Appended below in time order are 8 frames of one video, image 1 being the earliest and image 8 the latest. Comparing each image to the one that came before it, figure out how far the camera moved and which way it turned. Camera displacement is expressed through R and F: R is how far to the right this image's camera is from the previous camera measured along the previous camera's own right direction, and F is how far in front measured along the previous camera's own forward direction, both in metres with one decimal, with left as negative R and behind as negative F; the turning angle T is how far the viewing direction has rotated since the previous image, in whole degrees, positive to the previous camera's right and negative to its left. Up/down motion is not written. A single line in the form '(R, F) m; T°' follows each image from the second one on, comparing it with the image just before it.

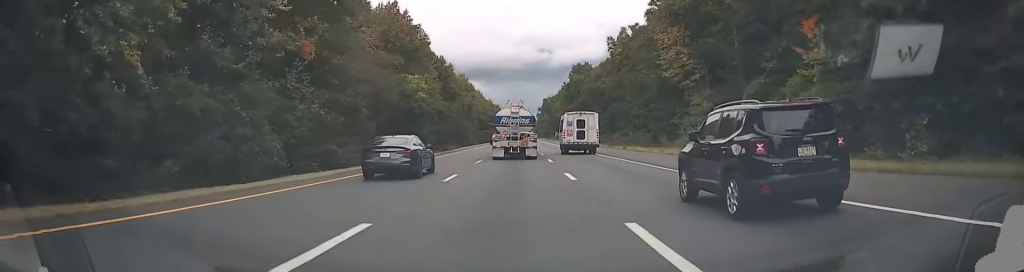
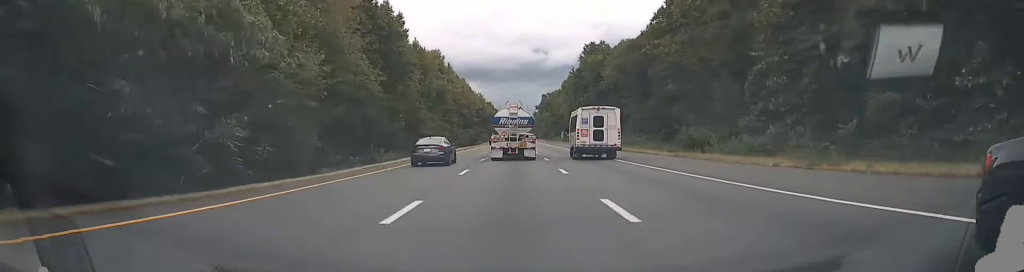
(+0.6, +46.4) m; +1°
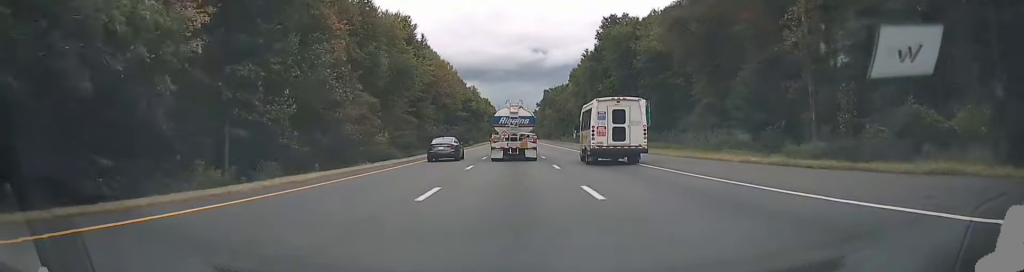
(-0.1, +34.9) m; 0°
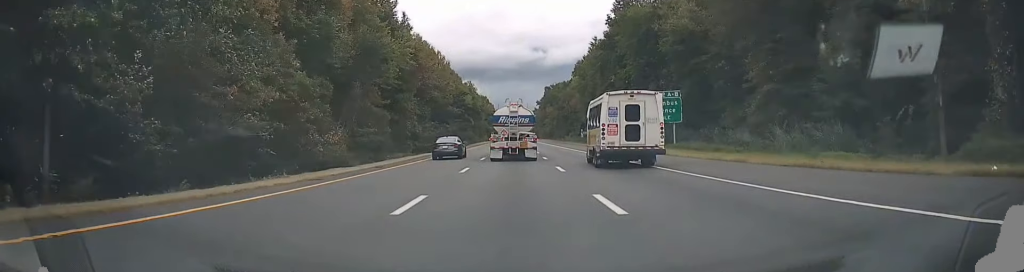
(0.0, +12.5) m; 0°
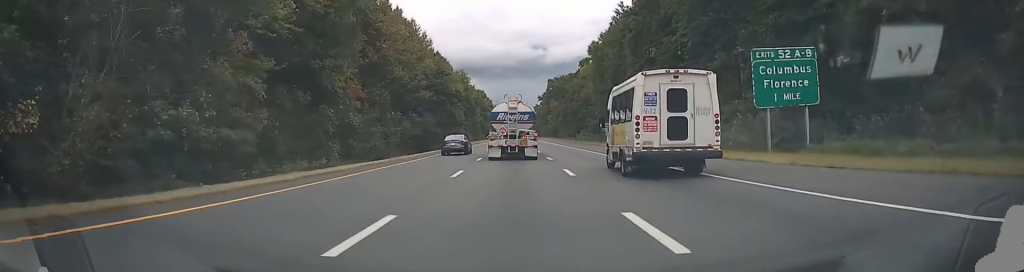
(-0.1, +25.7) m; 0°
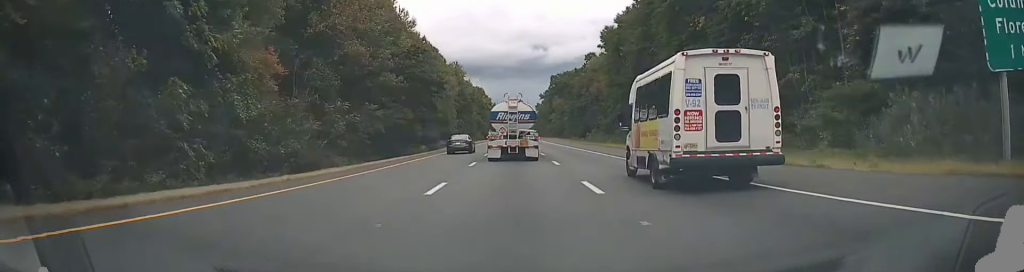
(0.0, +15.7) m; 0°
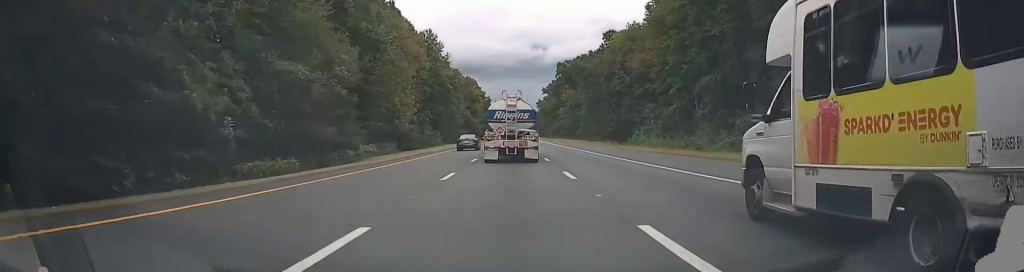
(+0.3, +43.5) m; 0°
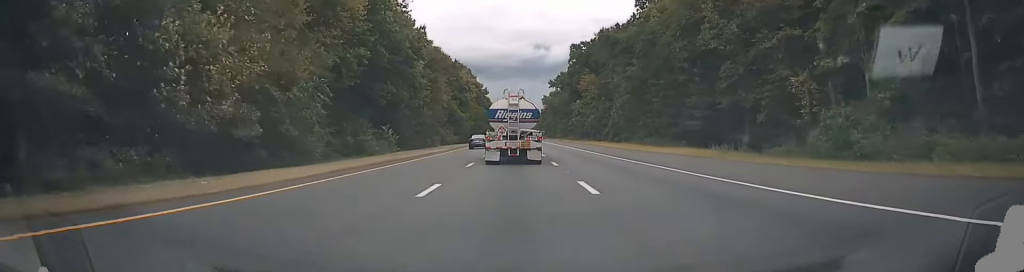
(-0.1, +41.4) m; 0°
